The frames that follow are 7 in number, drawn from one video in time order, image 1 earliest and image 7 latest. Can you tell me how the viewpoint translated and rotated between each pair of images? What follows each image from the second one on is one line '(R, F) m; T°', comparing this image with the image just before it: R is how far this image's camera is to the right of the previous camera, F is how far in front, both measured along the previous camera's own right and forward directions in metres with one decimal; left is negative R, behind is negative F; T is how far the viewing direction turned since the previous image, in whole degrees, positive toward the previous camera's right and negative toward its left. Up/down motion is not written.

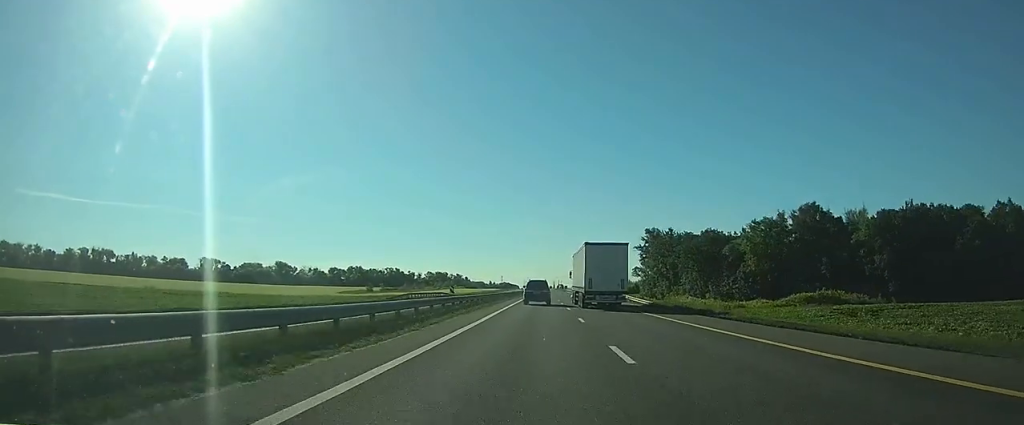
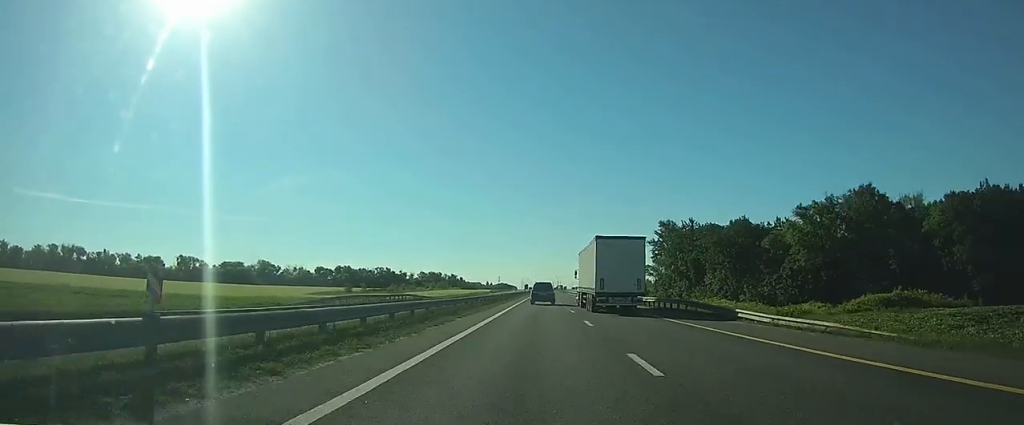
(+0.1, +24.9) m; 0°
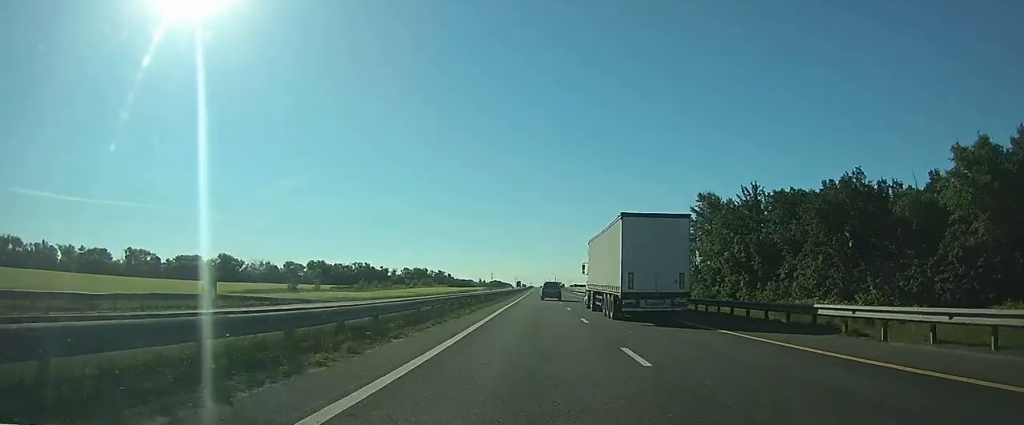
(+0.1, +46.1) m; 0°
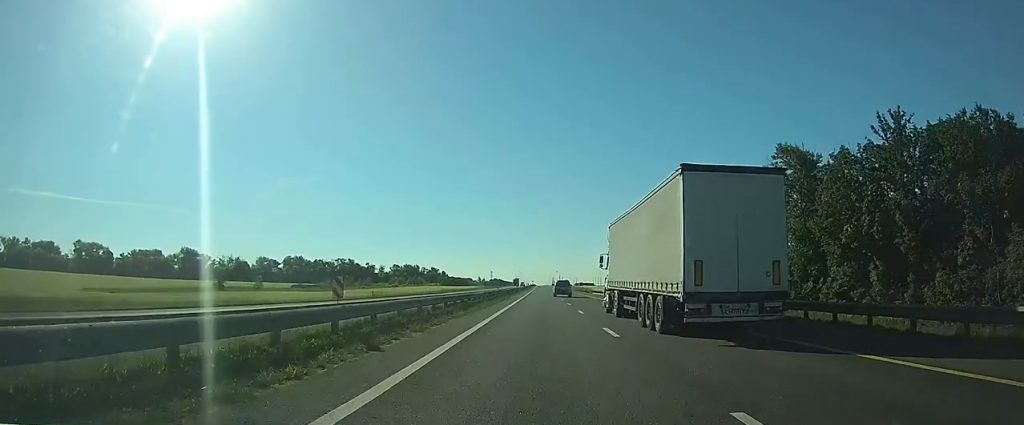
(0.0, +42.4) m; 0°
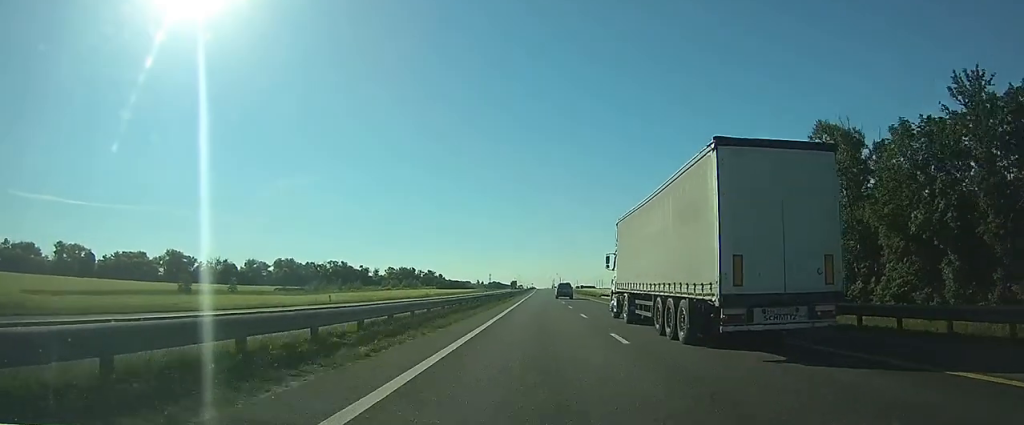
(0.0, +13.2) m; 0°
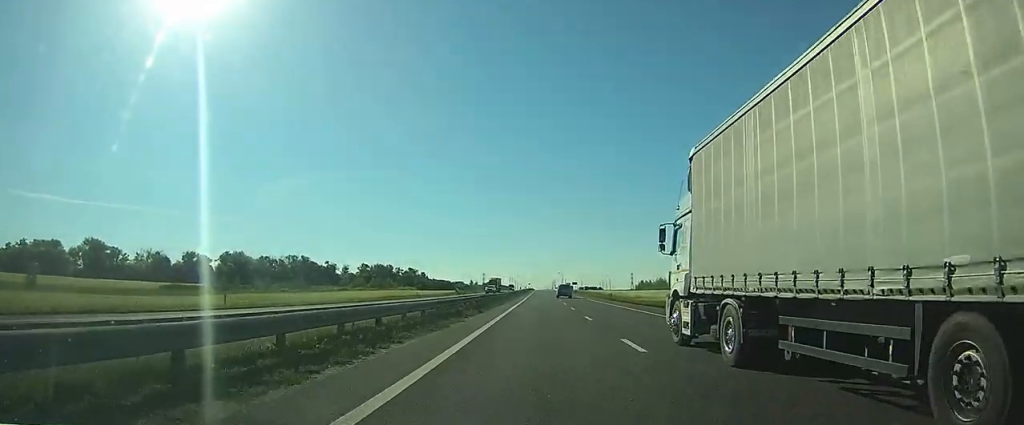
(+0.2, +61.4) m; +1°
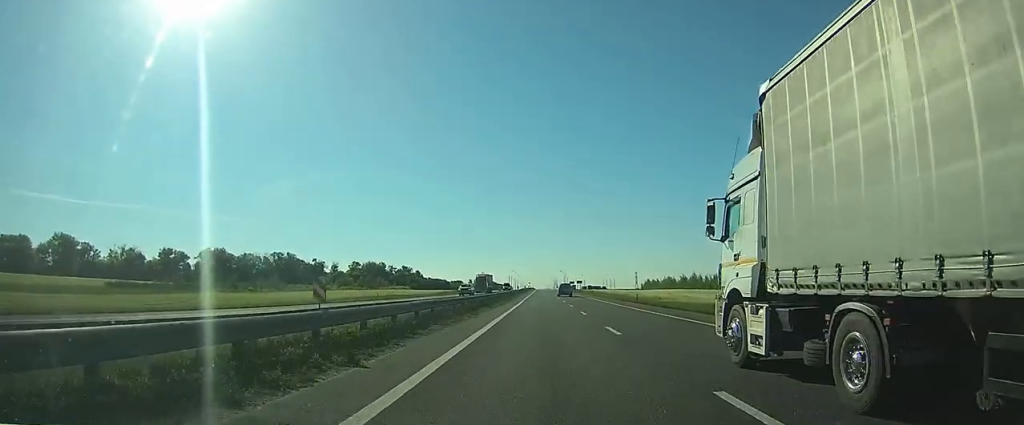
(+0.1, +19.6) m; 0°
